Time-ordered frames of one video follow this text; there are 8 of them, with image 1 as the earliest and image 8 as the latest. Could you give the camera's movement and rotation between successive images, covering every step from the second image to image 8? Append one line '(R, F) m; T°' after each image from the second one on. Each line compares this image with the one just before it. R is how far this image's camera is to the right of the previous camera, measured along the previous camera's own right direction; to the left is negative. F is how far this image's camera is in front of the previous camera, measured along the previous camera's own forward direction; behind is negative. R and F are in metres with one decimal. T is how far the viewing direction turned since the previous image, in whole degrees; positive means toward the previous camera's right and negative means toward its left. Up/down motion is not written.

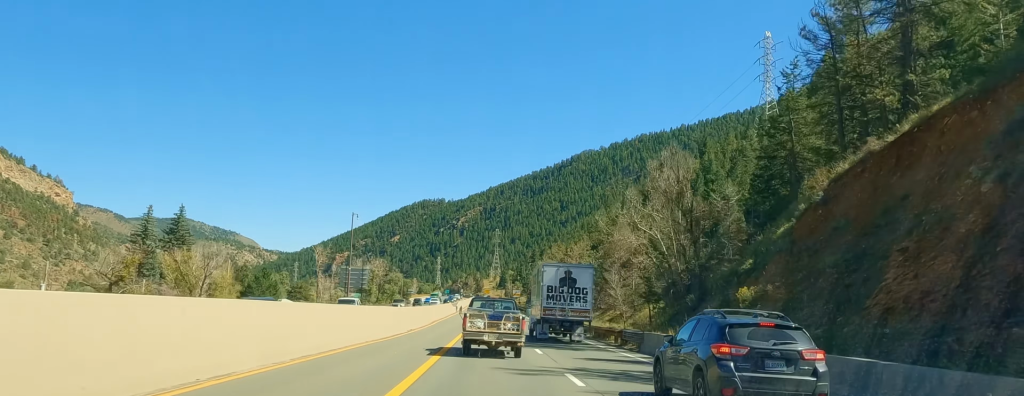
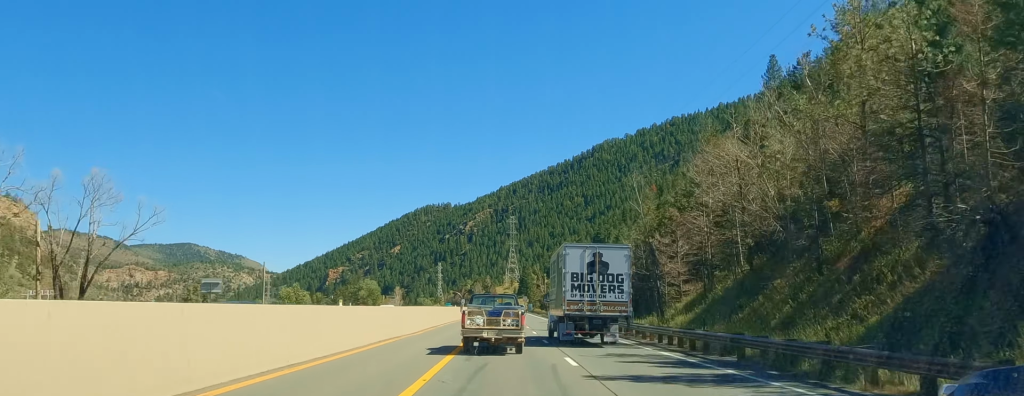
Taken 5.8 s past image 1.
(-3.0, +141.9) m; -2°
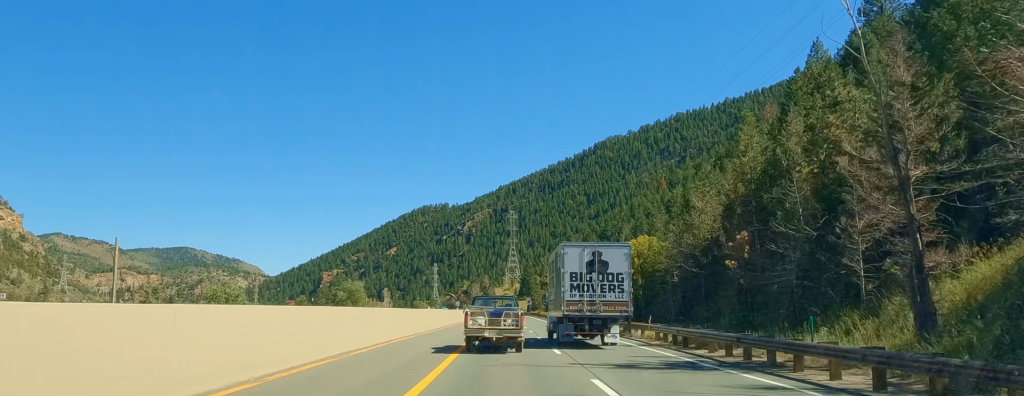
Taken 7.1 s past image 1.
(+0.3, +31.0) m; 0°
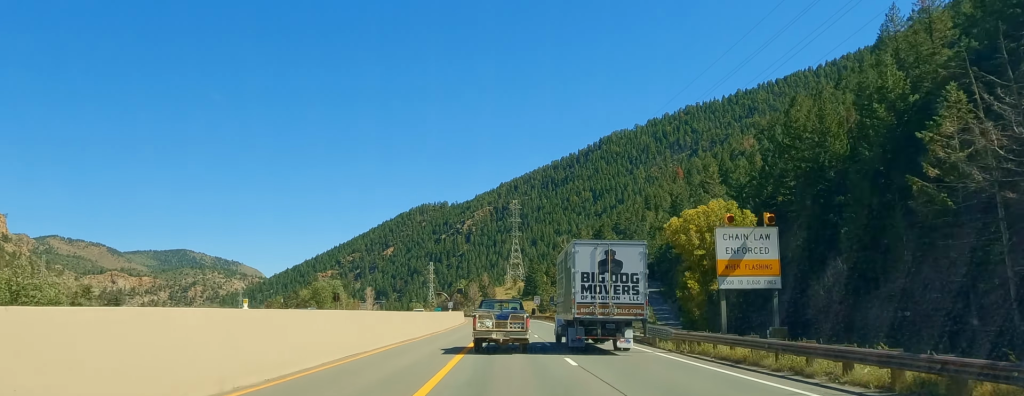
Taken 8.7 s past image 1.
(-1.0, +40.2) m; -1°
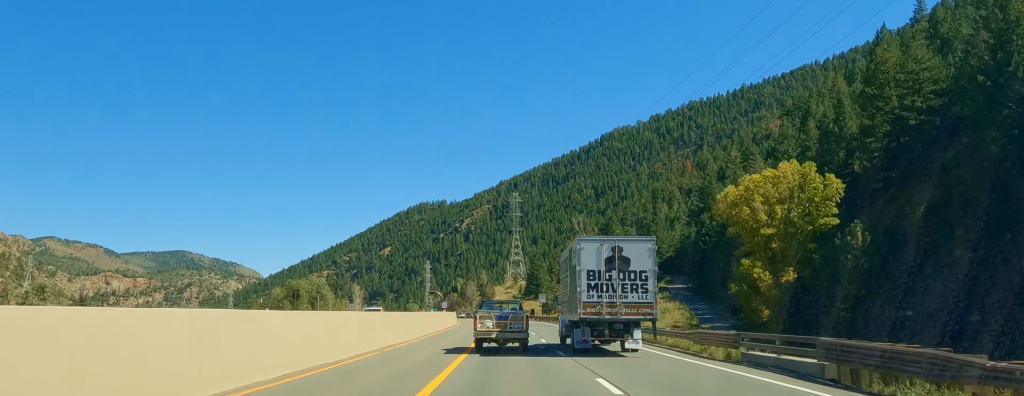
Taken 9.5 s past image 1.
(0.0, +20.0) m; 0°
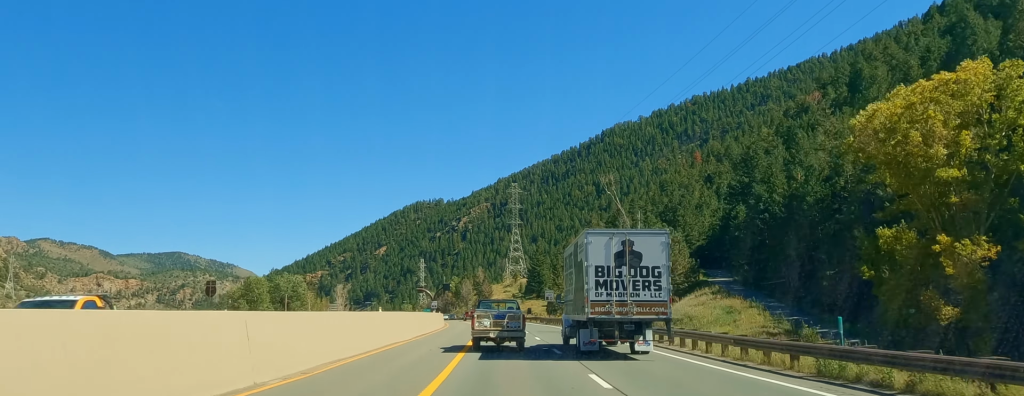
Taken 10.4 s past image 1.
(0.0, +23.3) m; 0°
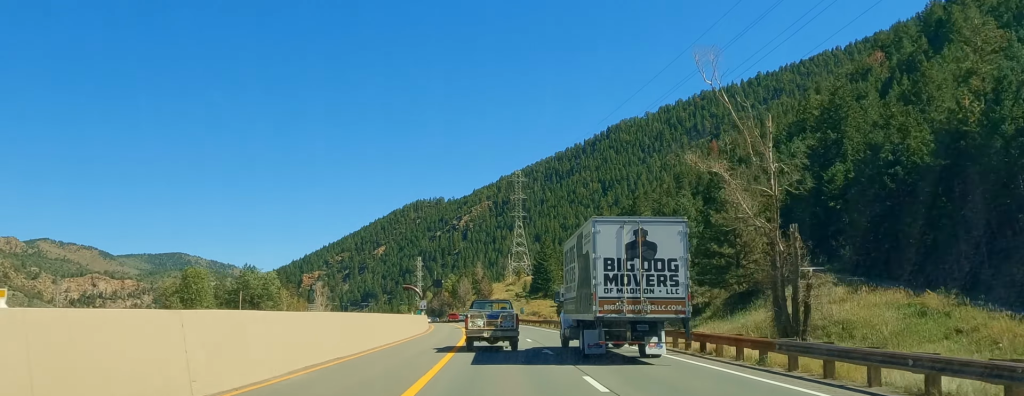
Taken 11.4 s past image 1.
(0.0, +25.1) m; 0°
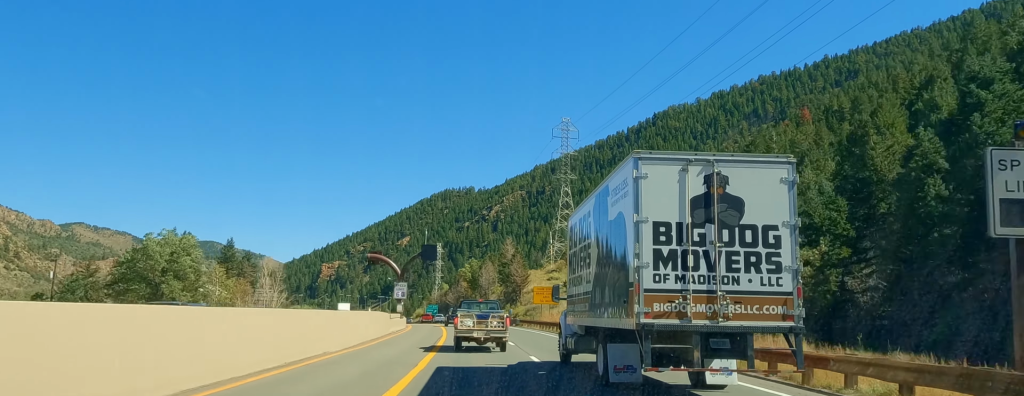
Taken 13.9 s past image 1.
(0.0, +63.0) m; -2°
